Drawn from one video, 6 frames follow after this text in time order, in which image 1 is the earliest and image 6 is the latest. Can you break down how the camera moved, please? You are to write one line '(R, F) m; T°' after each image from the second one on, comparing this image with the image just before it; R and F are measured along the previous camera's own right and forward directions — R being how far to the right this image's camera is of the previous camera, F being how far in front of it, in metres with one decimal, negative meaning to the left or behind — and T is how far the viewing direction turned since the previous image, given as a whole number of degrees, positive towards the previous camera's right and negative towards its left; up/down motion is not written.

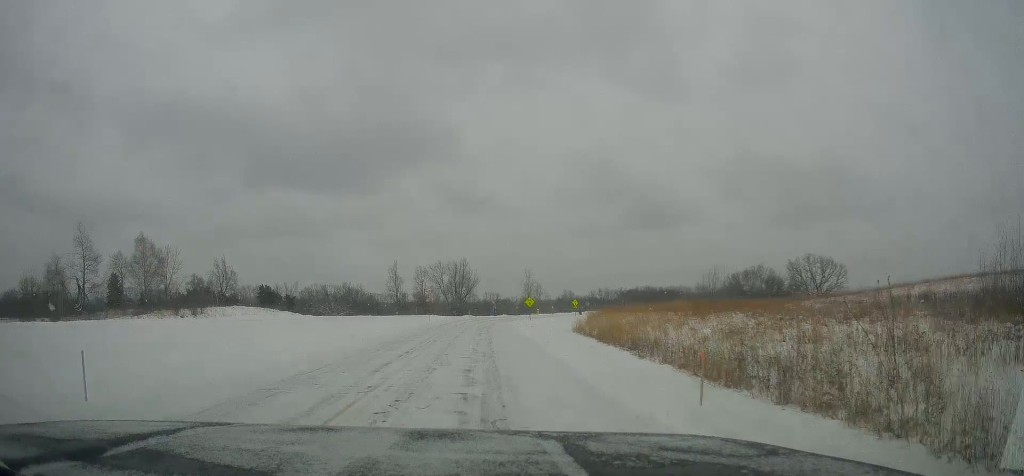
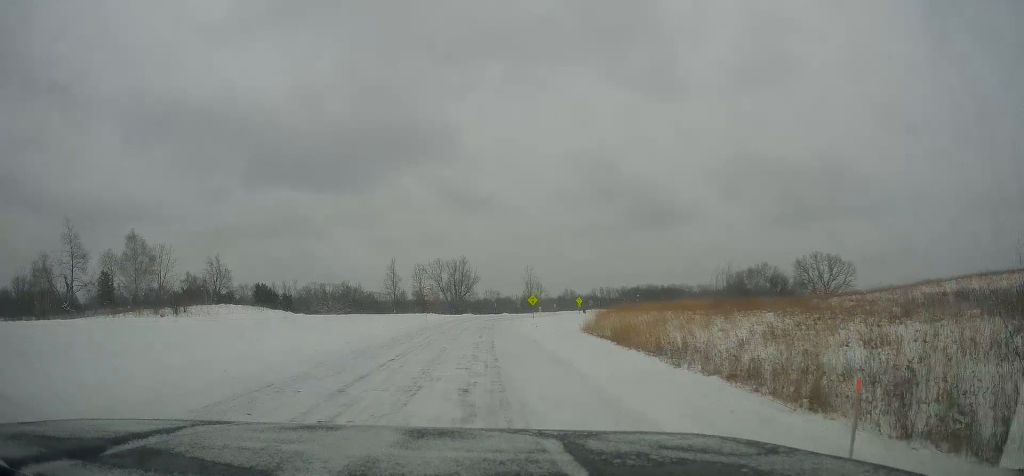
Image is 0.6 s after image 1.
(0.0, +3.9) m; -1°
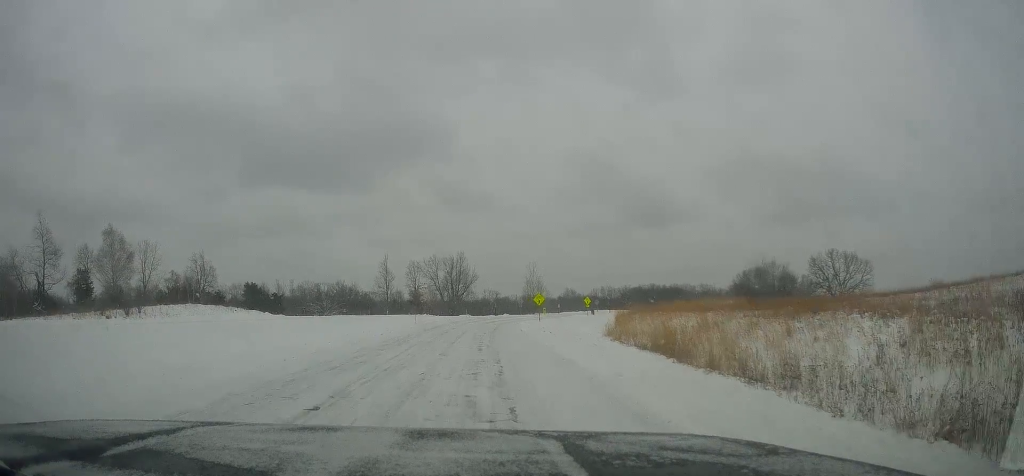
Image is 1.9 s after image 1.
(-0.4, +8.5) m; -2°
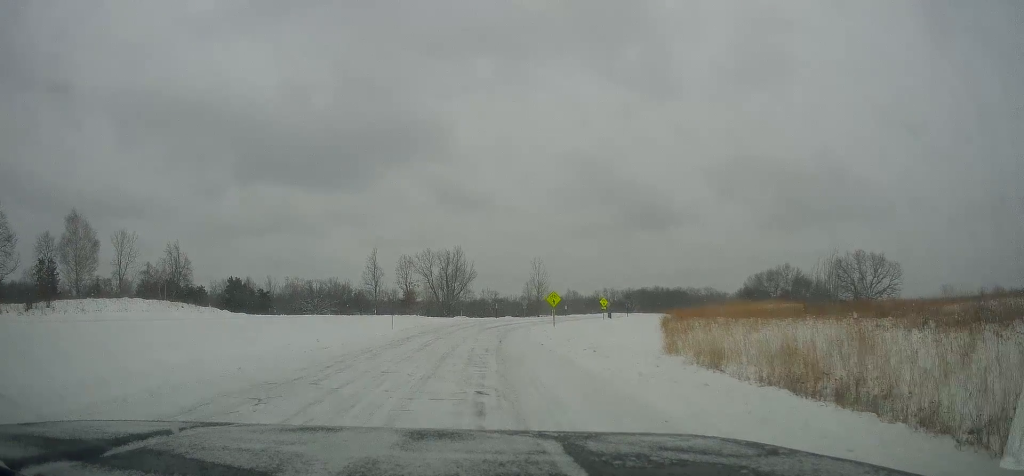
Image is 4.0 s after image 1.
(+0.6, +12.8) m; +4°
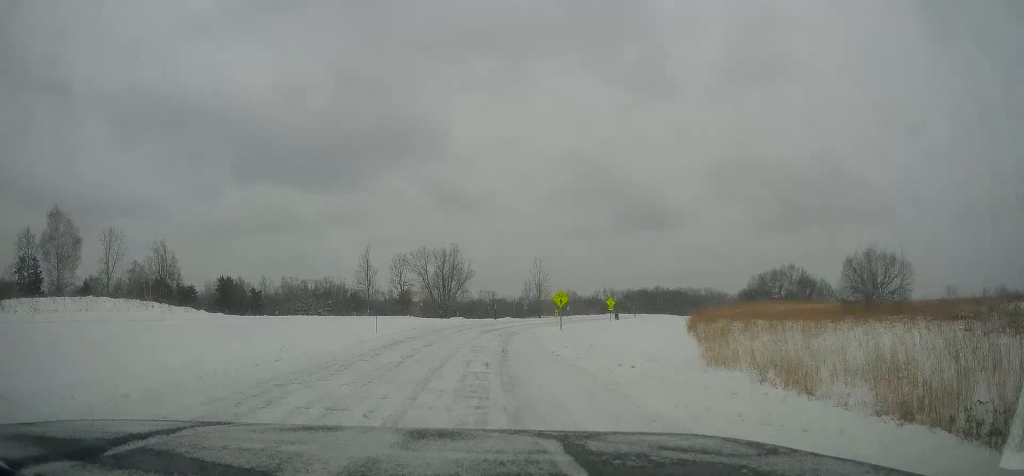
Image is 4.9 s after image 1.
(0.0, +5.4) m; 0°
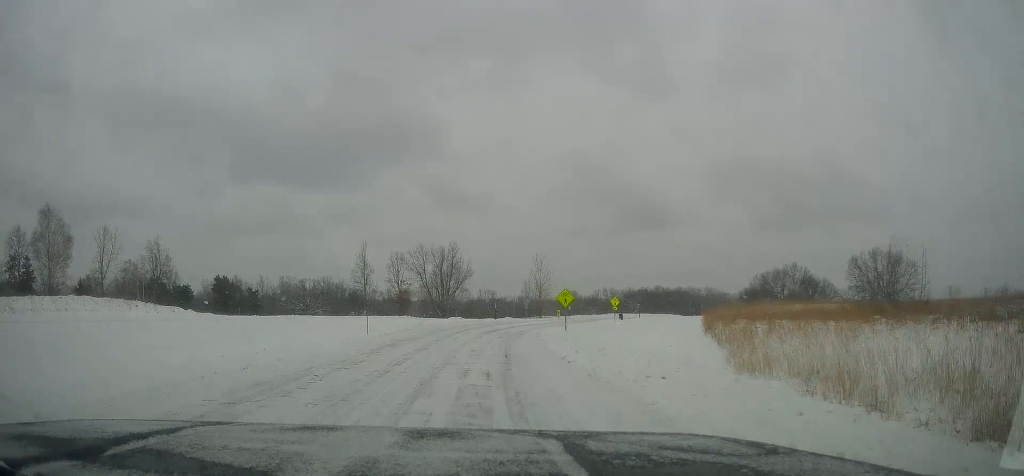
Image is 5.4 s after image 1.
(0.0, +2.6) m; 0°
